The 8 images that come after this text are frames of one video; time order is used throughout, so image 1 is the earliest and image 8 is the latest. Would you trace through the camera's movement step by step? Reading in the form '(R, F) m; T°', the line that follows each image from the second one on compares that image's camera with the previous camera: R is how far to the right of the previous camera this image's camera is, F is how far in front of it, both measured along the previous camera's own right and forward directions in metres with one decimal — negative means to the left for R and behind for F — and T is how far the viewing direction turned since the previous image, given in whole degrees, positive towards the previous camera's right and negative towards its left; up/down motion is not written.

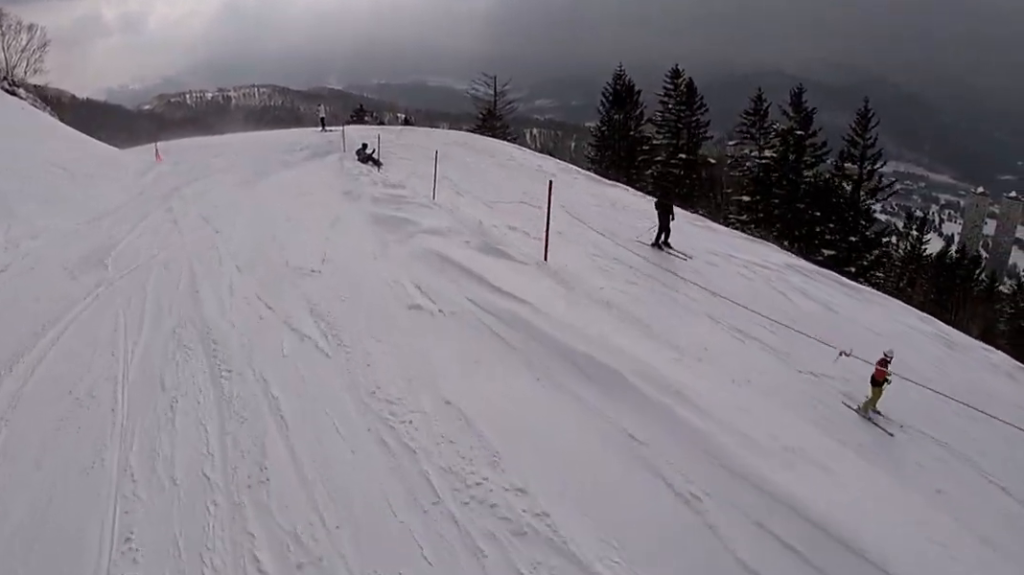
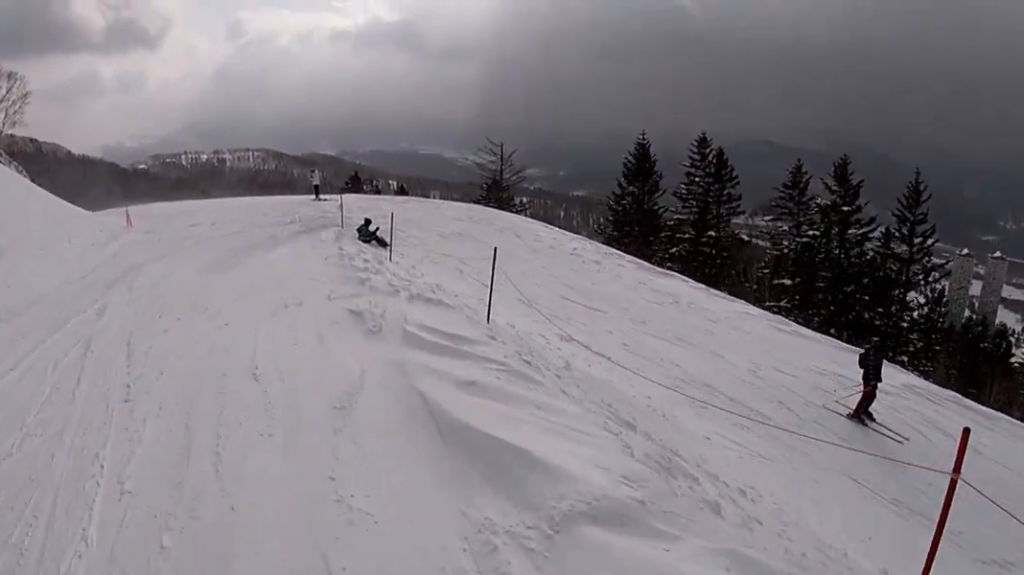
(-0.1, +5.2) m; +3°
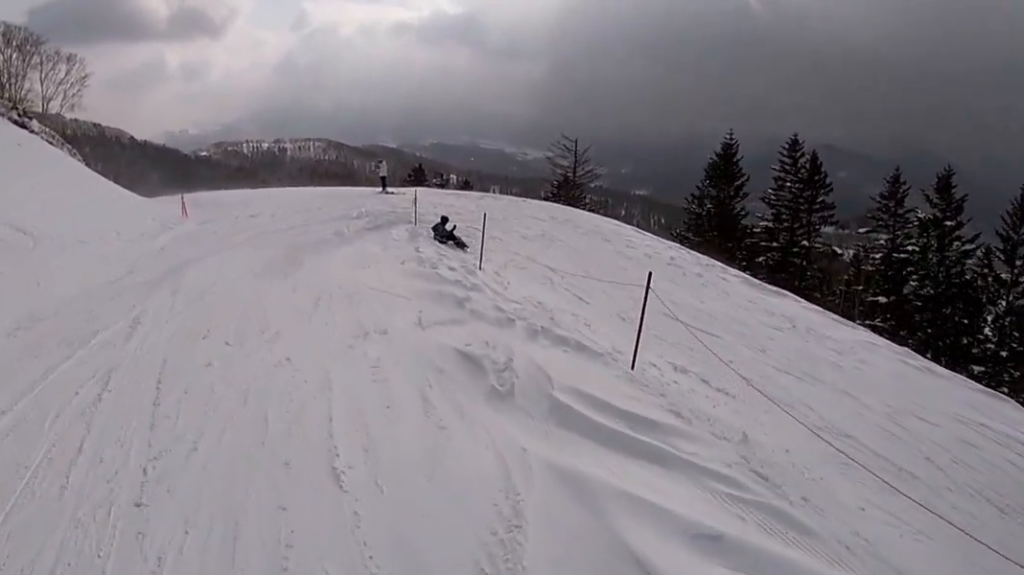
(+0.1, +2.3) m; +2°
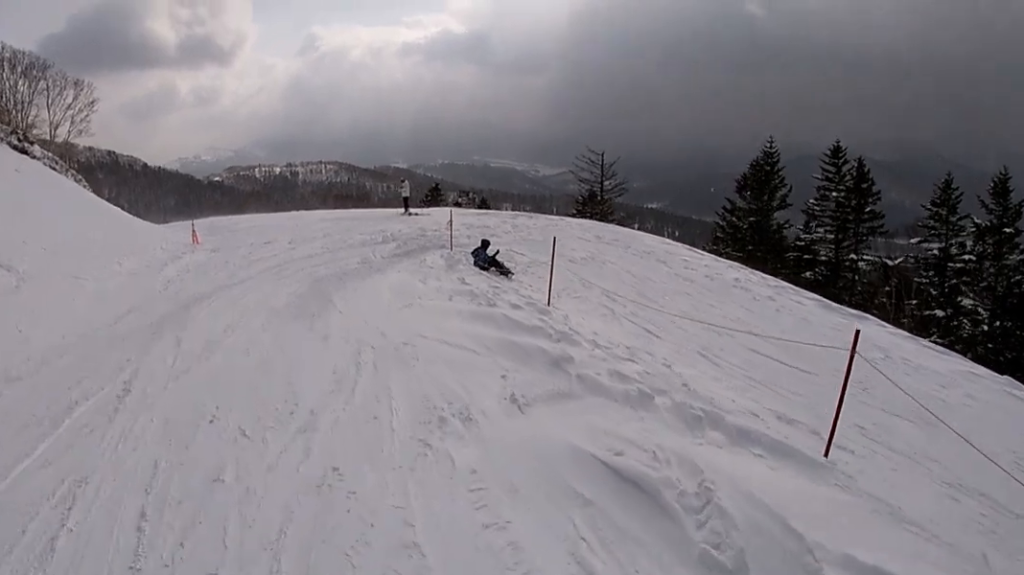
(+0.1, +2.4) m; +3°
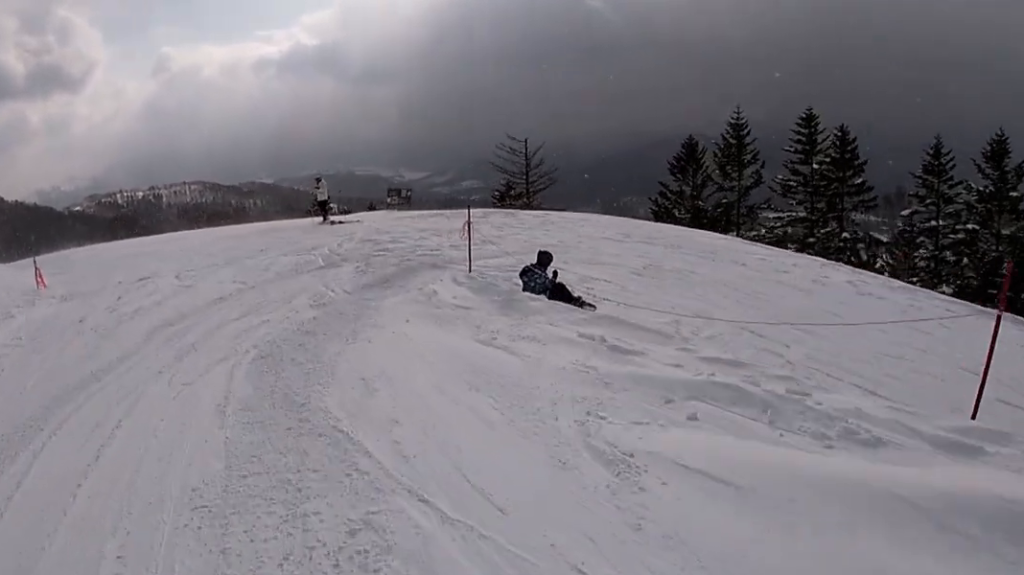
(+0.5, +6.8) m; +10°
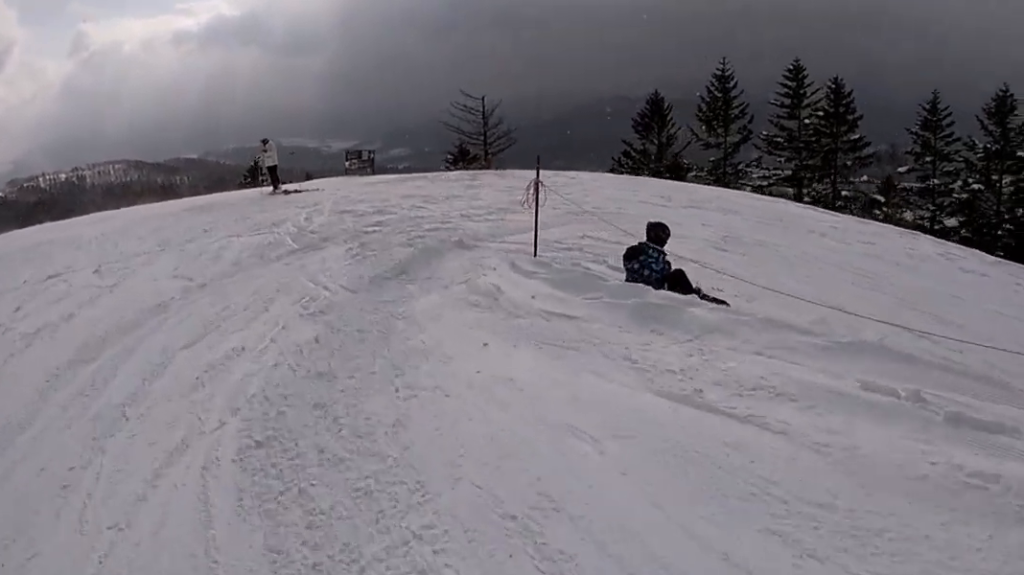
(+0.2, +2.7) m; +8°
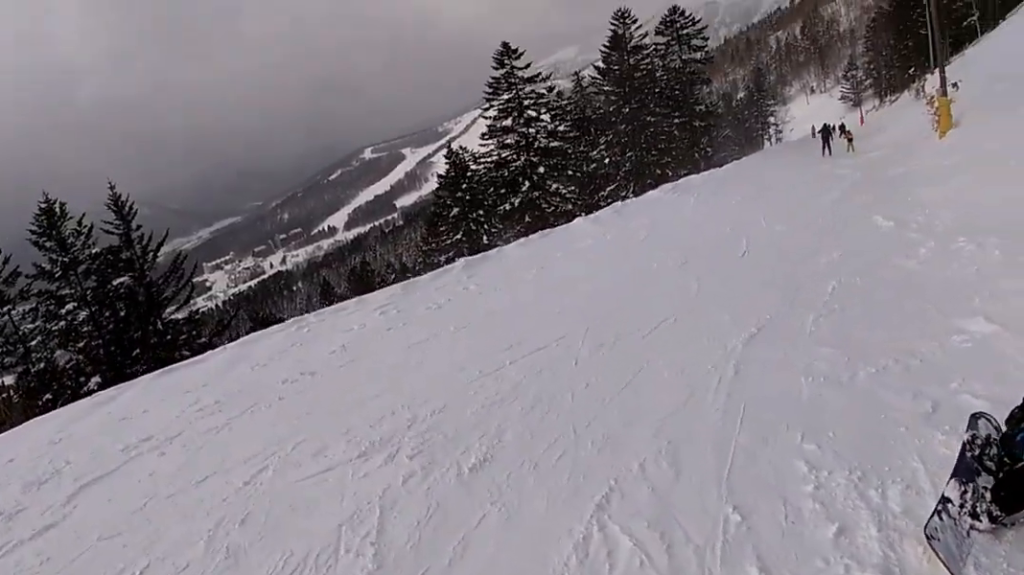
(+2.5, +6.0) m; +58°
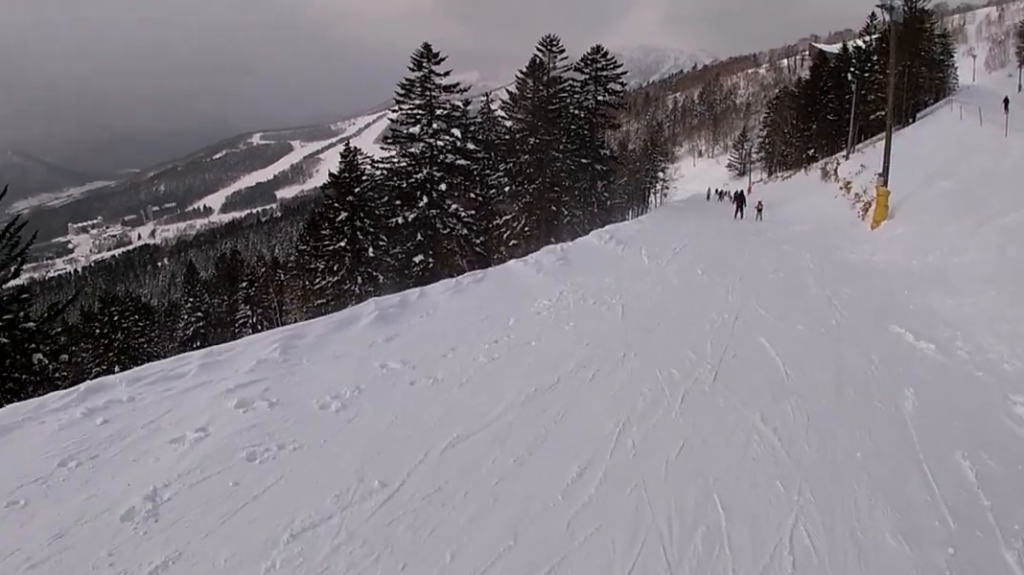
(+1.0, +2.6) m; +37°
